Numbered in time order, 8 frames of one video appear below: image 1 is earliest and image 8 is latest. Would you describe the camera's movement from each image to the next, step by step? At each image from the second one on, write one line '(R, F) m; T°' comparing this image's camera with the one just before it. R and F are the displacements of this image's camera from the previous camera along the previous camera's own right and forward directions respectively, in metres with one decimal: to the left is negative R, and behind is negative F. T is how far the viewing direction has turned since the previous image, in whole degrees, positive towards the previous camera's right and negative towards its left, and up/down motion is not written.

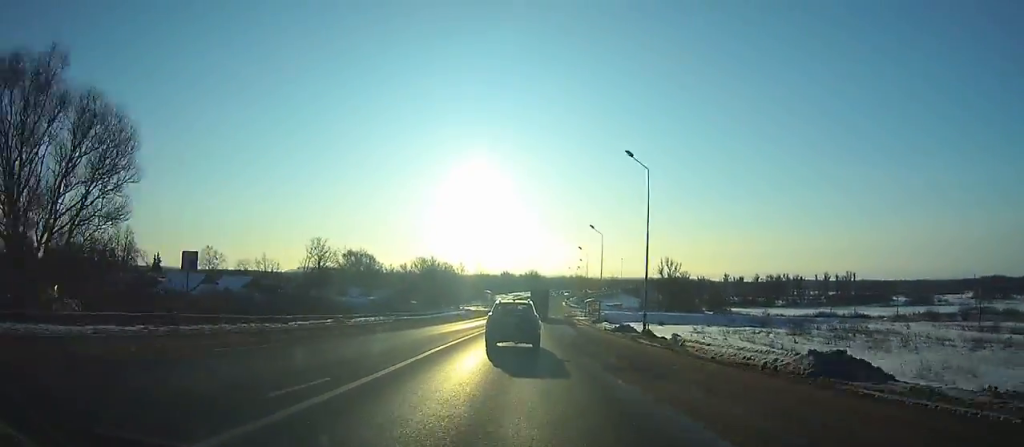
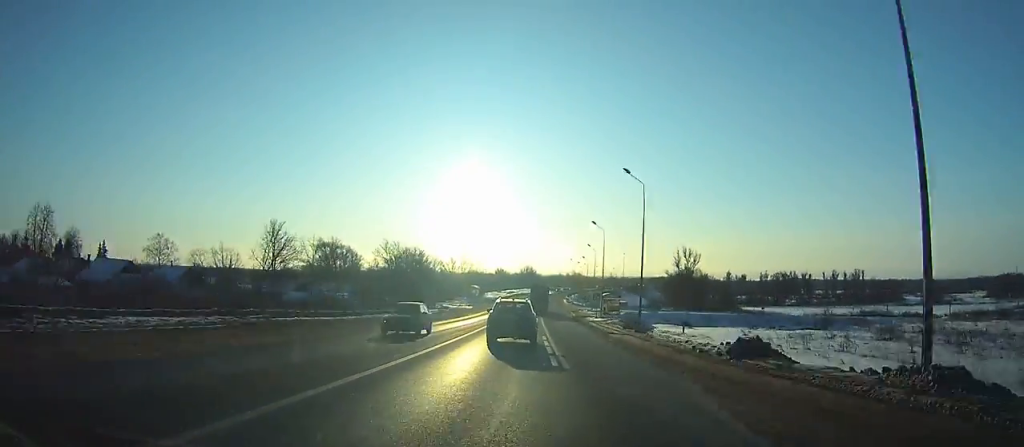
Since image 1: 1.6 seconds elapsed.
(0.0, +26.4) m; 0°
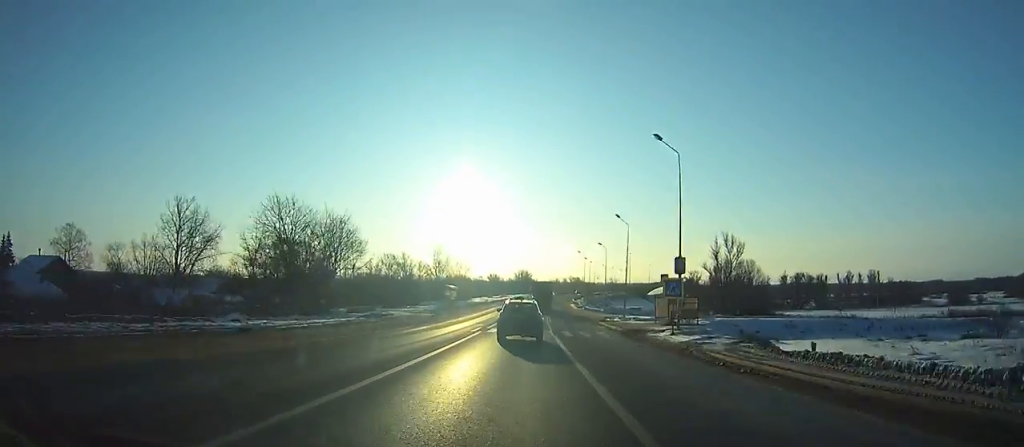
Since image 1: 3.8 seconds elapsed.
(+0.1, +36.4) m; +1°
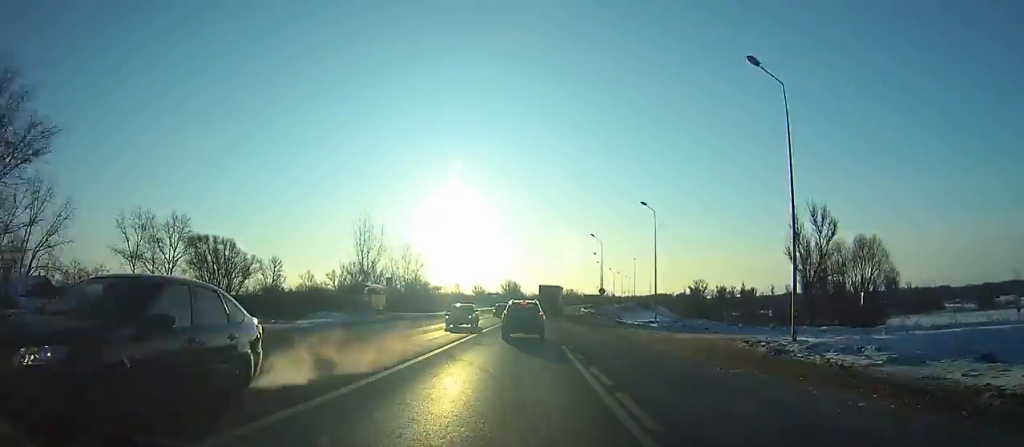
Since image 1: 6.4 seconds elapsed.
(+0.4, +43.2) m; +2°
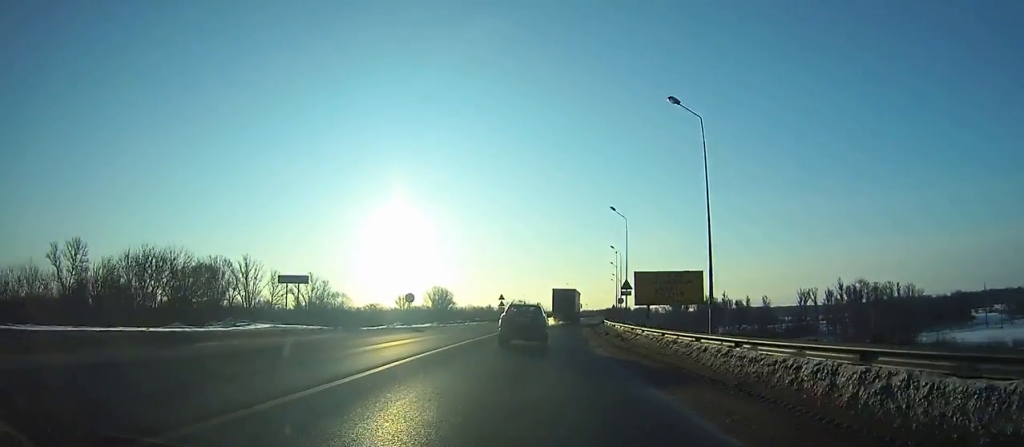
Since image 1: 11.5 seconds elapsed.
(+3.4, +84.3) m; +6°
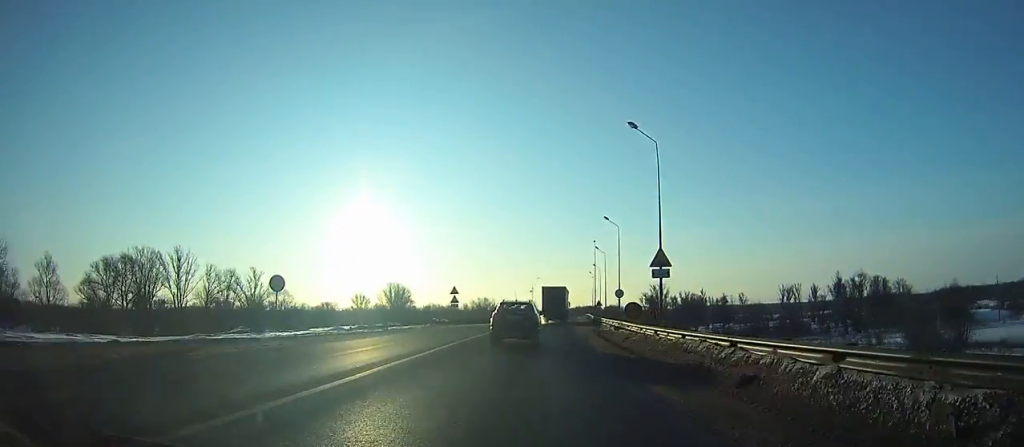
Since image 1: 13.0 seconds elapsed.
(+0.9, +24.5) m; +2°
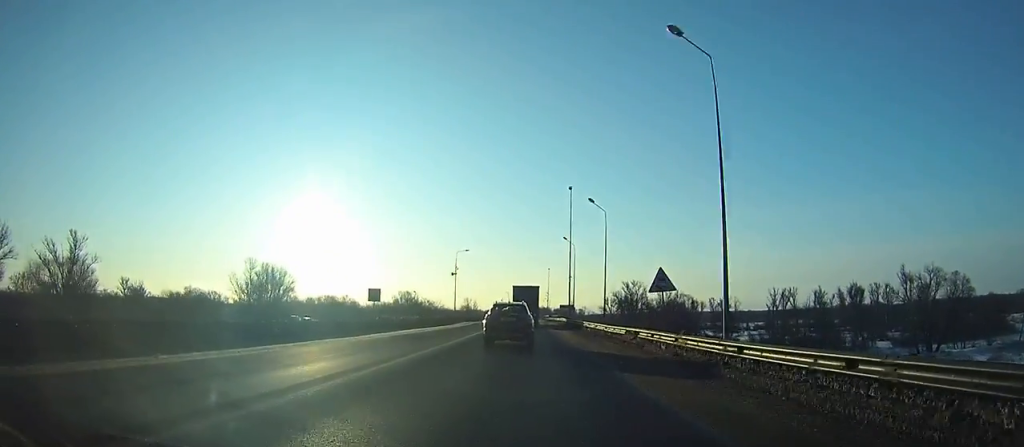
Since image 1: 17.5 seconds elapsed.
(+3.9, +72.4) m; +5°
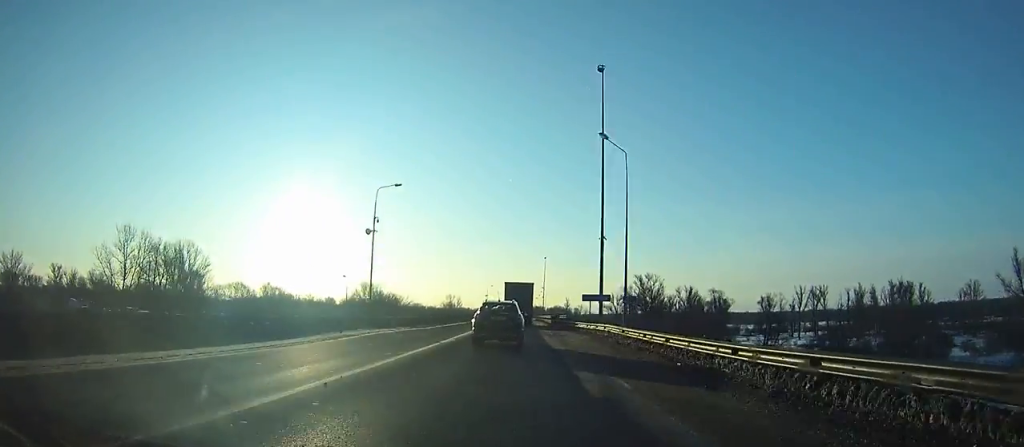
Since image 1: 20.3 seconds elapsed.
(+0.6, +43.9) m; 0°
